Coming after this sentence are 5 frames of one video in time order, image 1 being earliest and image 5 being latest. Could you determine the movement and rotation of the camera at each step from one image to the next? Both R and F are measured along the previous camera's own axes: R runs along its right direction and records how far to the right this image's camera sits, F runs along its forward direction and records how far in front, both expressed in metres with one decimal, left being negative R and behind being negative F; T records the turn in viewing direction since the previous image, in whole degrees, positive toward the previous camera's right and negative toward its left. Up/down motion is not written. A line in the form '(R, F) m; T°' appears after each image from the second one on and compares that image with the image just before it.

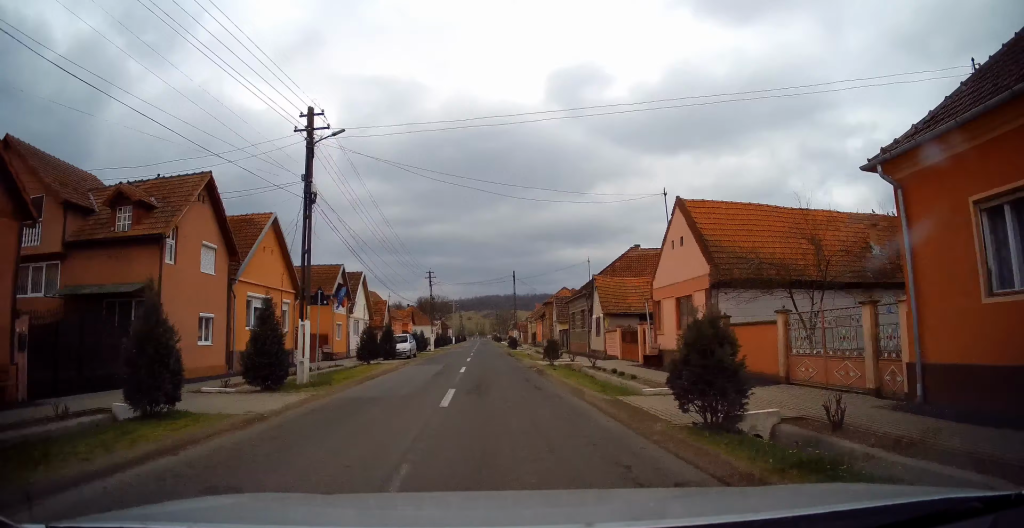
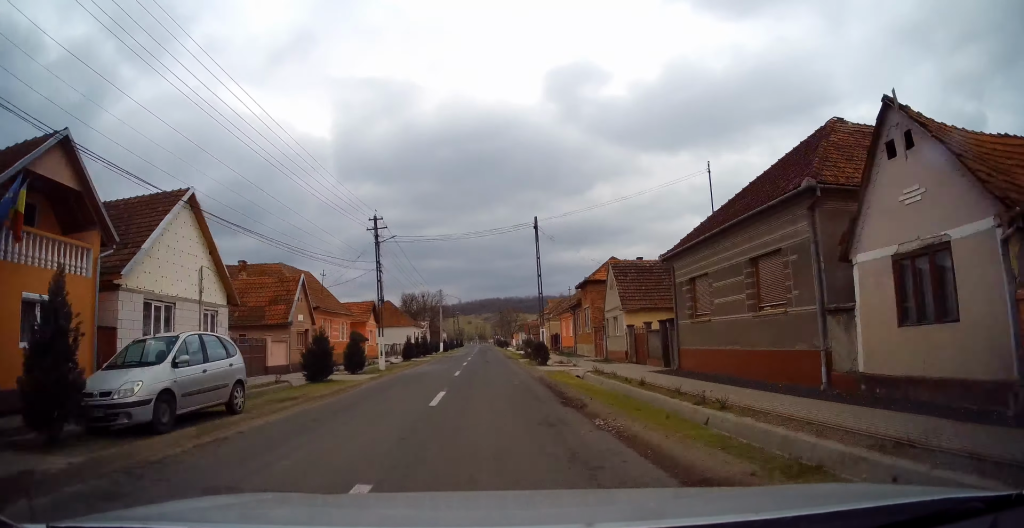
(+0.3, +26.4) m; +1°
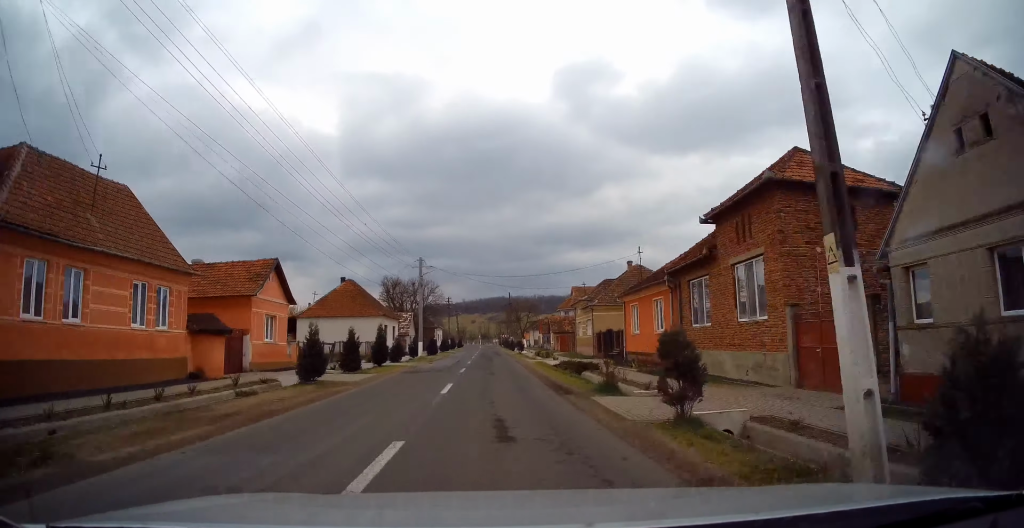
(-0.1, +25.1) m; -1°
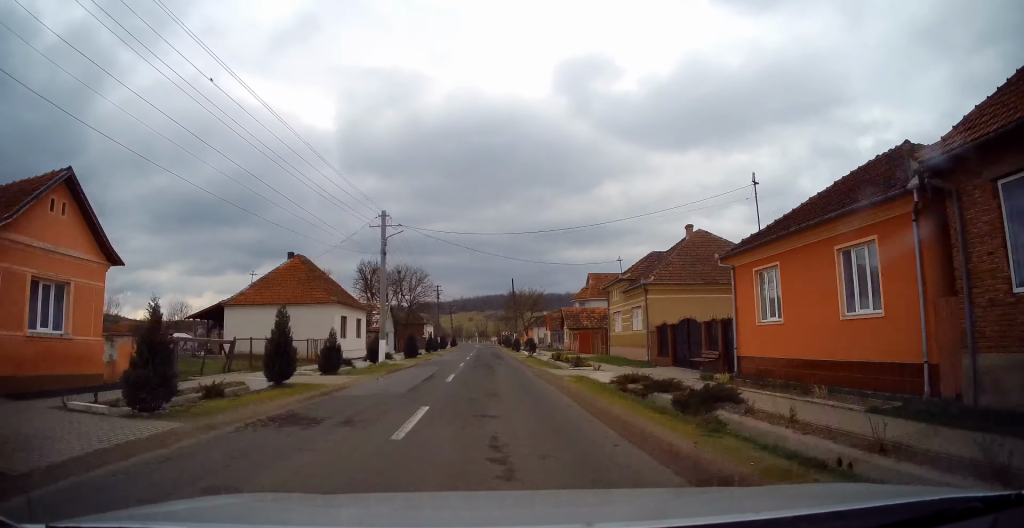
(-0.1, +15.1) m; -1°
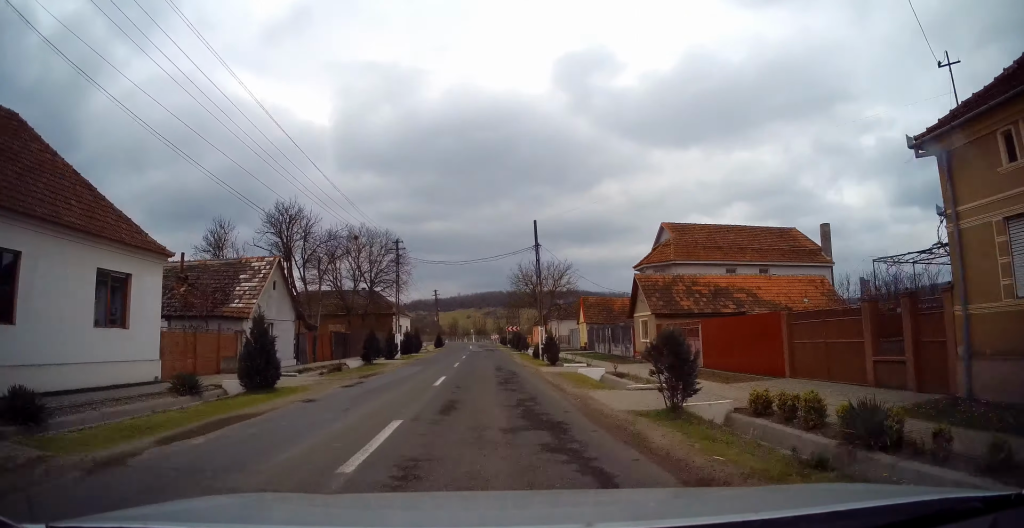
(+0.2, +29.9) m; +1°
